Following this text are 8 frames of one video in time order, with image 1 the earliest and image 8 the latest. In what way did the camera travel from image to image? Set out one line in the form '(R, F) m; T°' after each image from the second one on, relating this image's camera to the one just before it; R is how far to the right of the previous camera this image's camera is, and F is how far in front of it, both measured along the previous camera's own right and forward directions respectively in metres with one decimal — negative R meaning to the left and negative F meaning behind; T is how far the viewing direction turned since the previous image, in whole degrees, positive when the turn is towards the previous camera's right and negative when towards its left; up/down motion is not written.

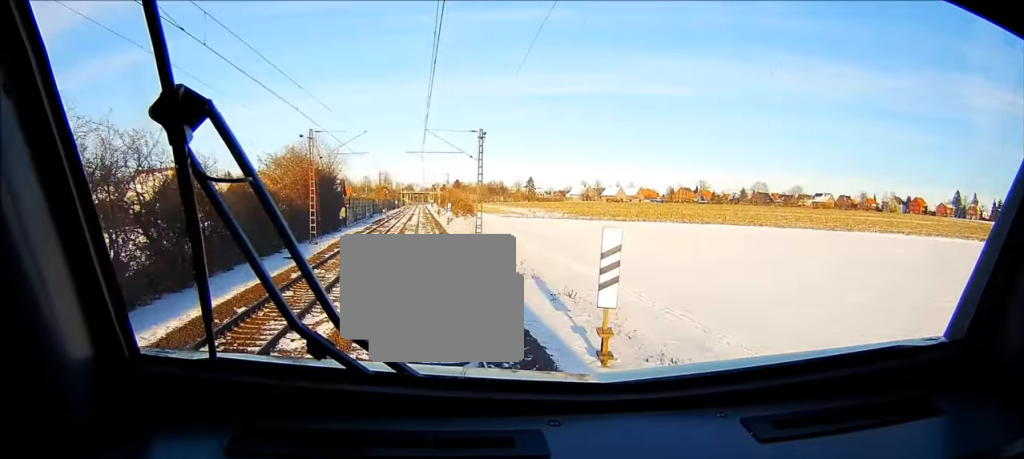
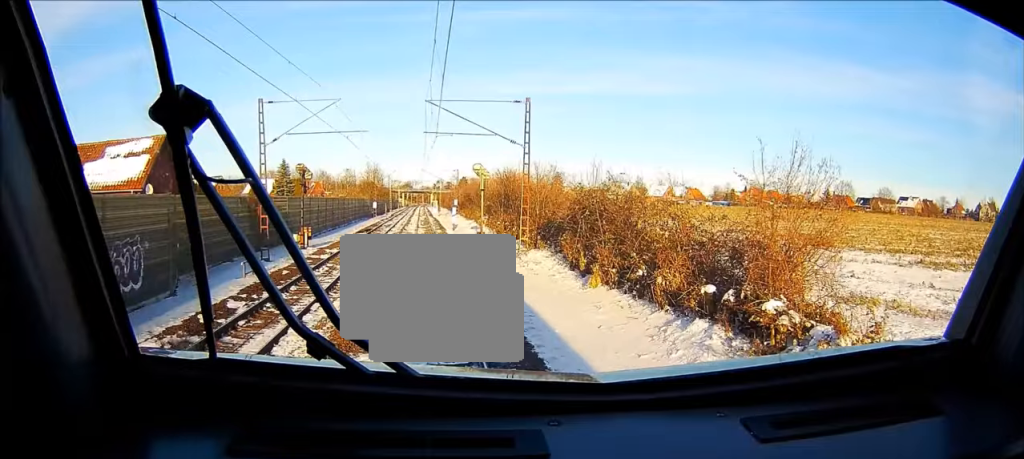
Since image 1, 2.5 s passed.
(0.0, +94.1) m; 0°
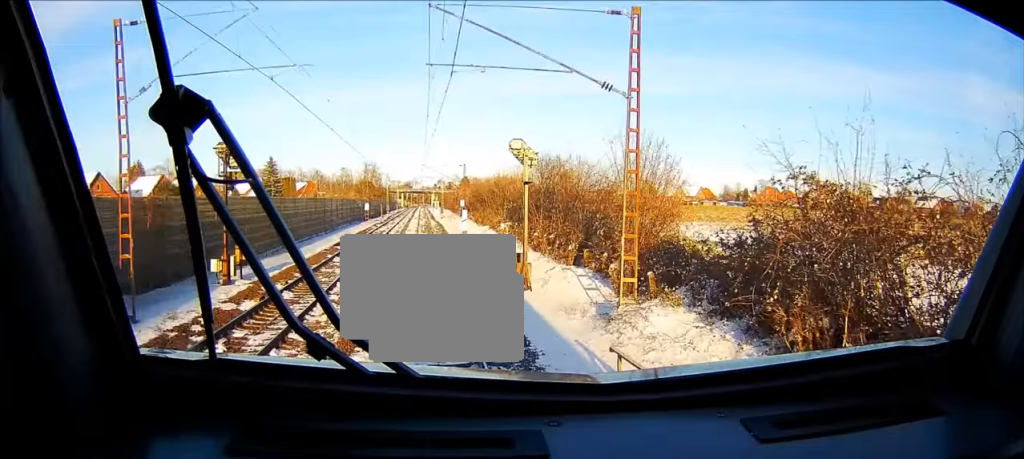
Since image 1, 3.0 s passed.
(0.0, +17.3) m; 0°
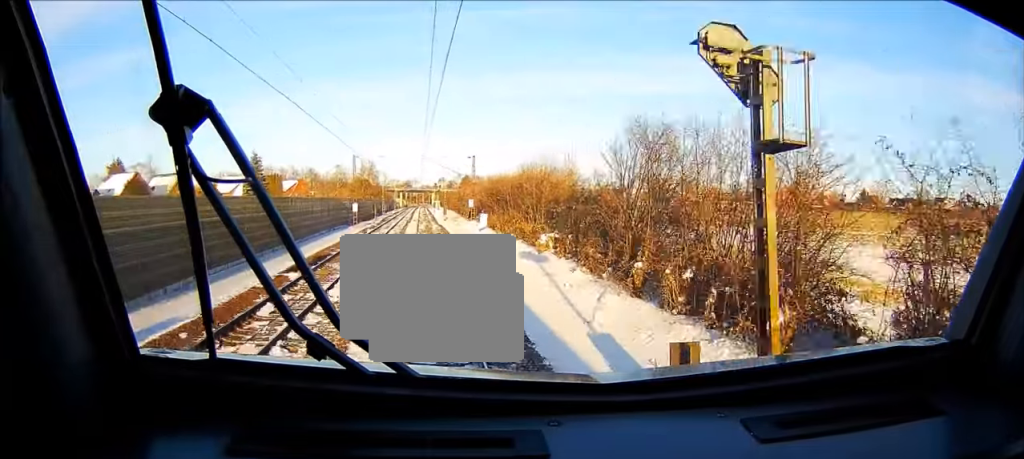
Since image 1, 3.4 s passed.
(0.0, +16.1) m; 0°
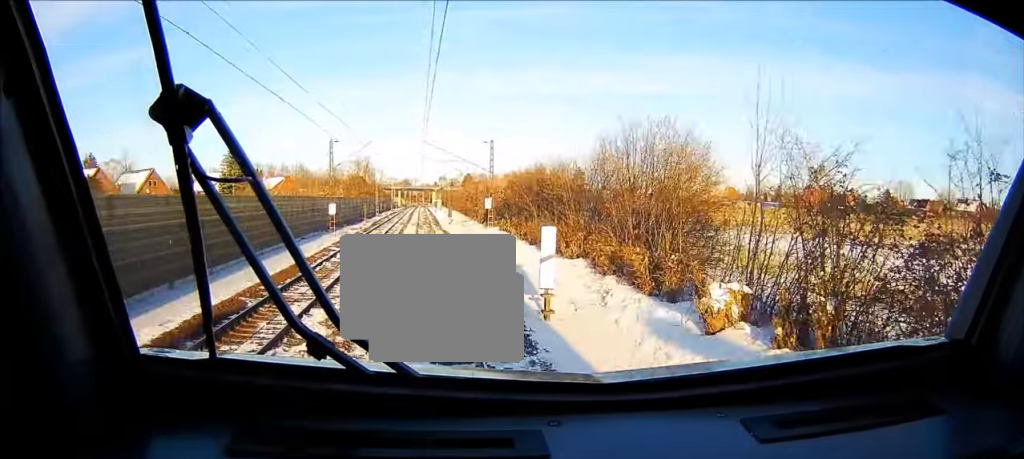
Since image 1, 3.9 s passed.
(0.0, +18.5) m; 0°
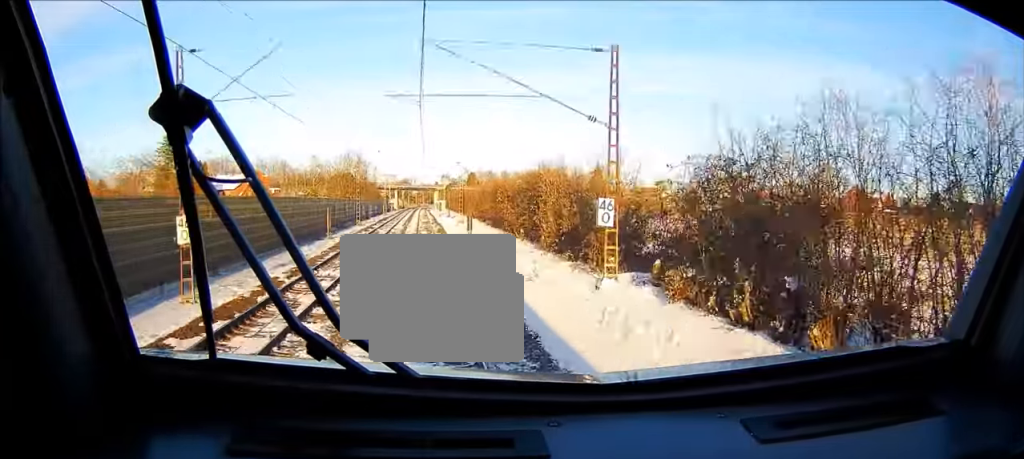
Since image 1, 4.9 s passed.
(0.0, +35.7) m; 0°
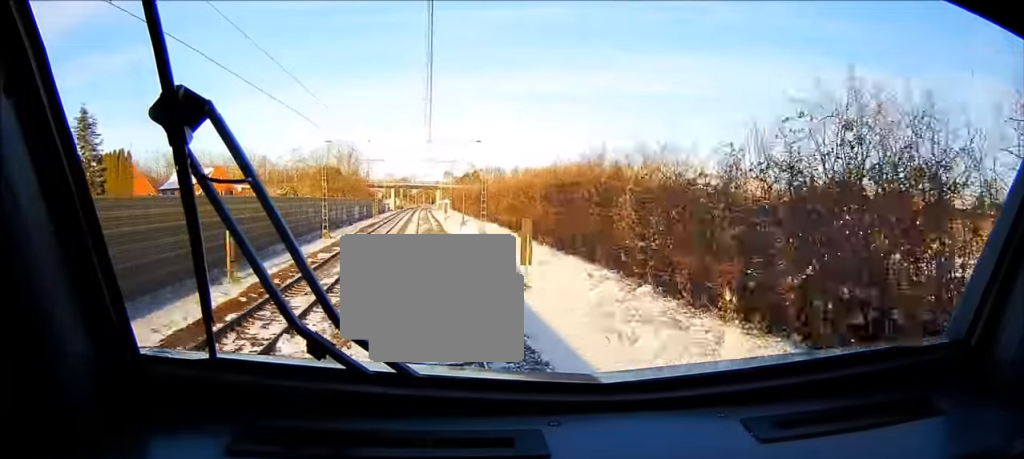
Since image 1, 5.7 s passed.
(0.0, +28.3) m; 0°
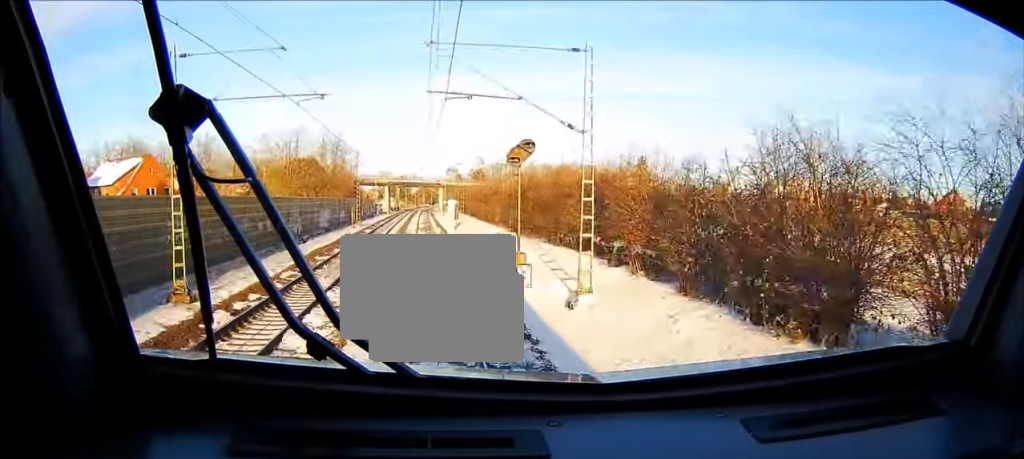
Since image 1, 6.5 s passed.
(0.0, +31.9) m; 0°
